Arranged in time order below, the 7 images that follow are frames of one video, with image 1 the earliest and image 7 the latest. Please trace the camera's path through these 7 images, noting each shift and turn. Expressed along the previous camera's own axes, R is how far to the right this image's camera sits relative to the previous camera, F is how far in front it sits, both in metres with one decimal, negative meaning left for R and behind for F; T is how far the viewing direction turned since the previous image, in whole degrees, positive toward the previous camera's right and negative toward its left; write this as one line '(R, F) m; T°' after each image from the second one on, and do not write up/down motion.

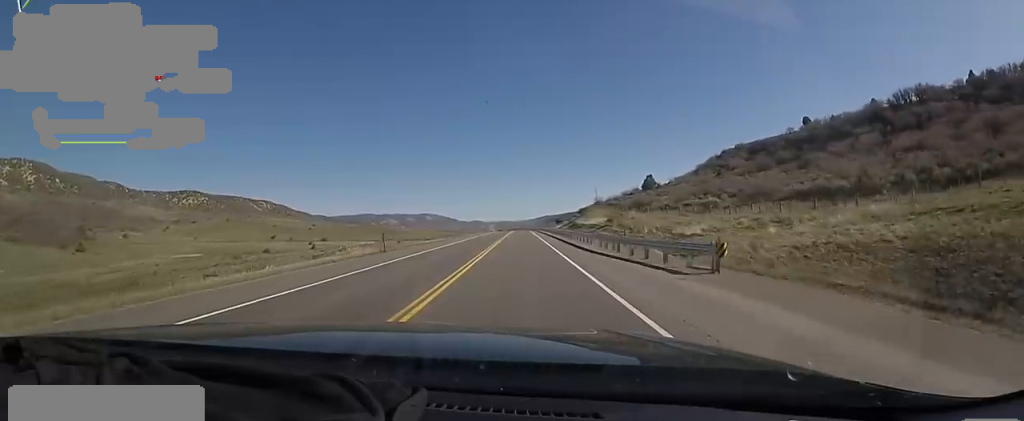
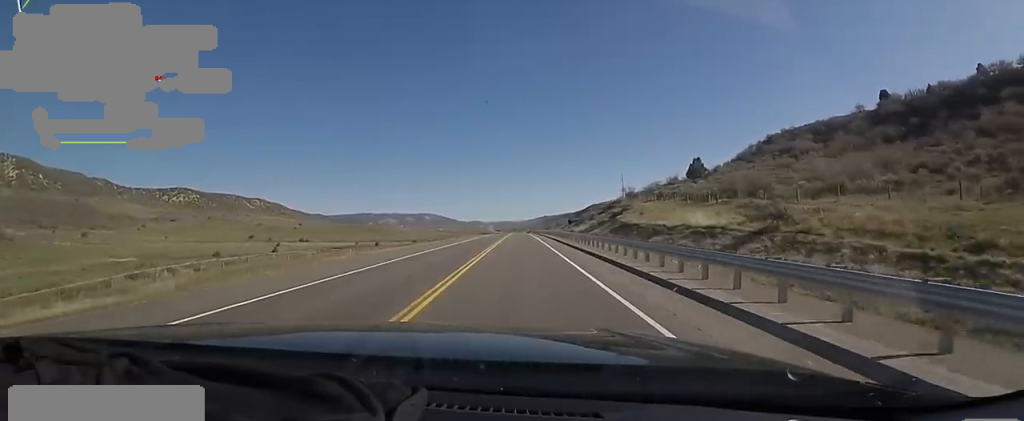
(+0.7, +42.6) m; -1°
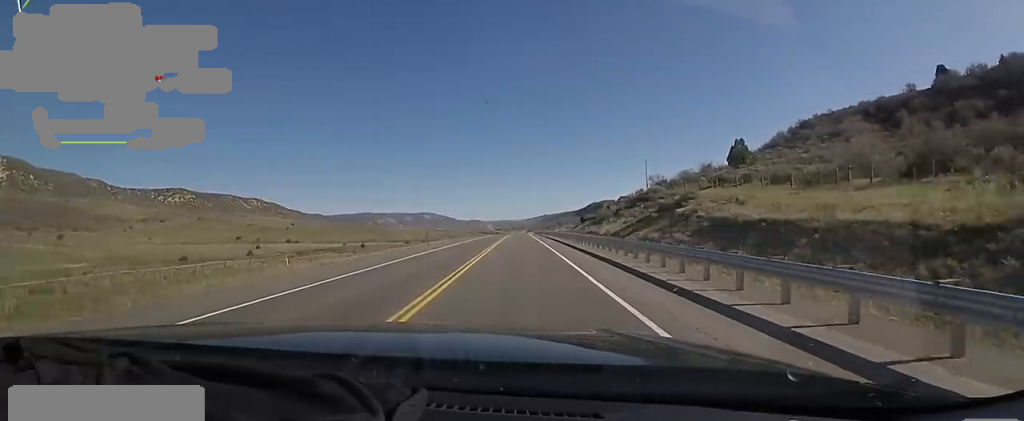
(-0.5, +22.9) m; -1°
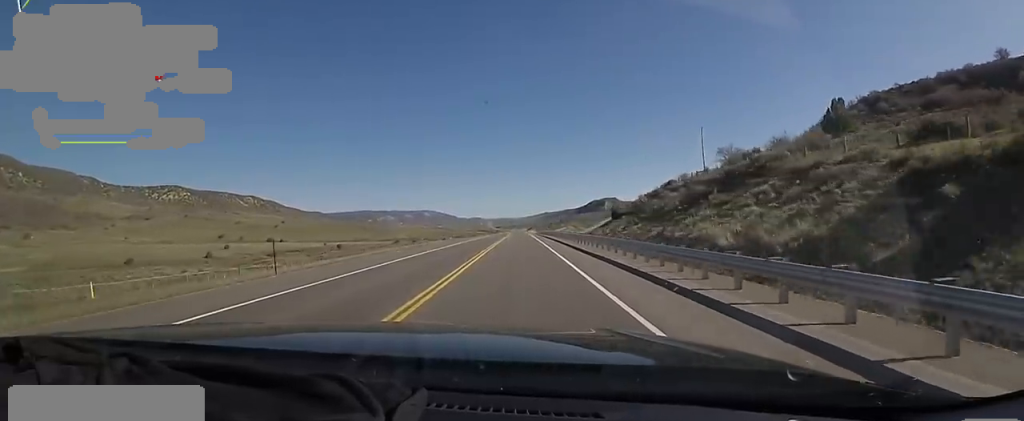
(+0.1, +30.6) m; +2°
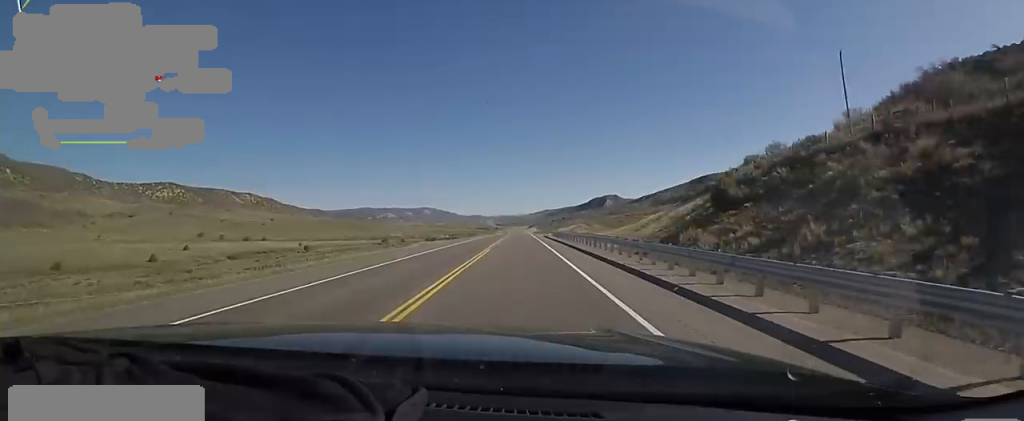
(+1.0, +31.8) m; 0°
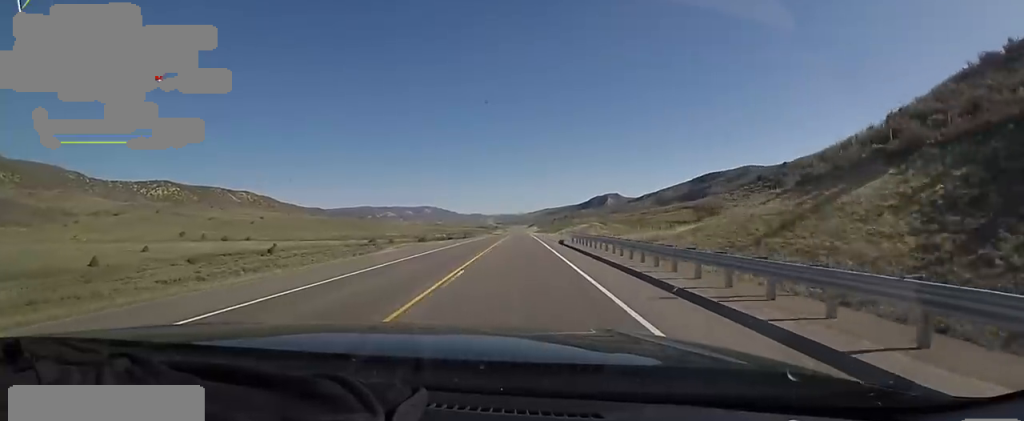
(-0.9, +25.3) m; 0°
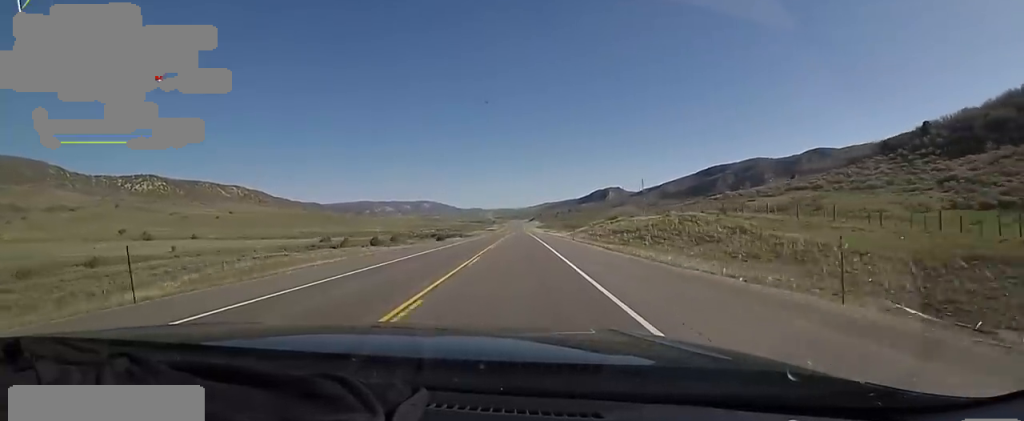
(-0.1, +66.2) m; -1°
